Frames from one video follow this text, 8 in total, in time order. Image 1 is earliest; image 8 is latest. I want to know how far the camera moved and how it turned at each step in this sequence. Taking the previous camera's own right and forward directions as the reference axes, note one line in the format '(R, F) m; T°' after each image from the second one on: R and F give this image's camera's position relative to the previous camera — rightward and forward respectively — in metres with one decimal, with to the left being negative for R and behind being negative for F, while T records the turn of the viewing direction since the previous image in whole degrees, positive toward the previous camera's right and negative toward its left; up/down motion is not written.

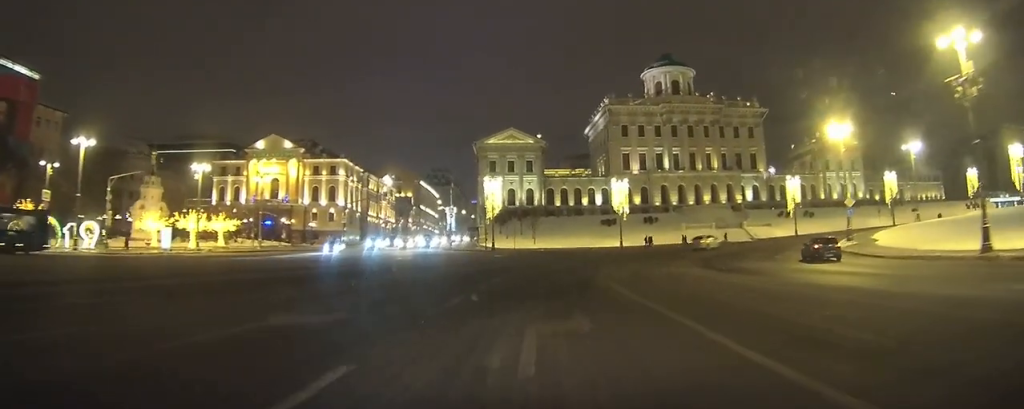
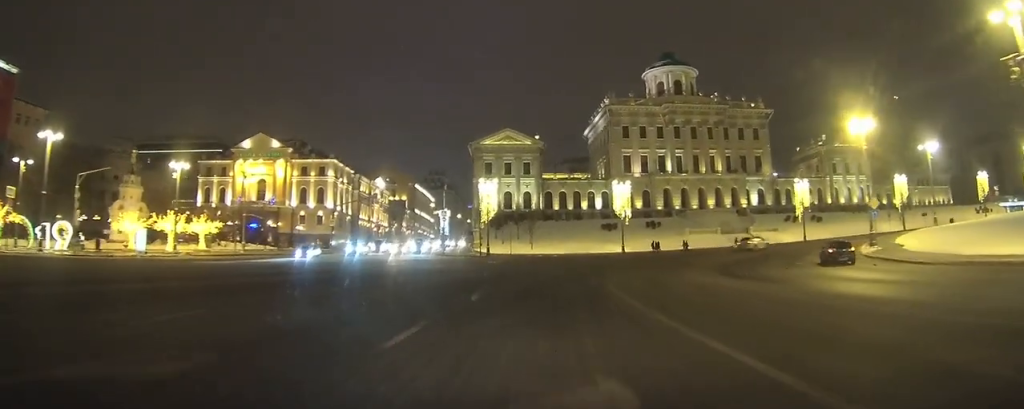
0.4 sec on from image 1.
(0.0, +4.9) m; +1°
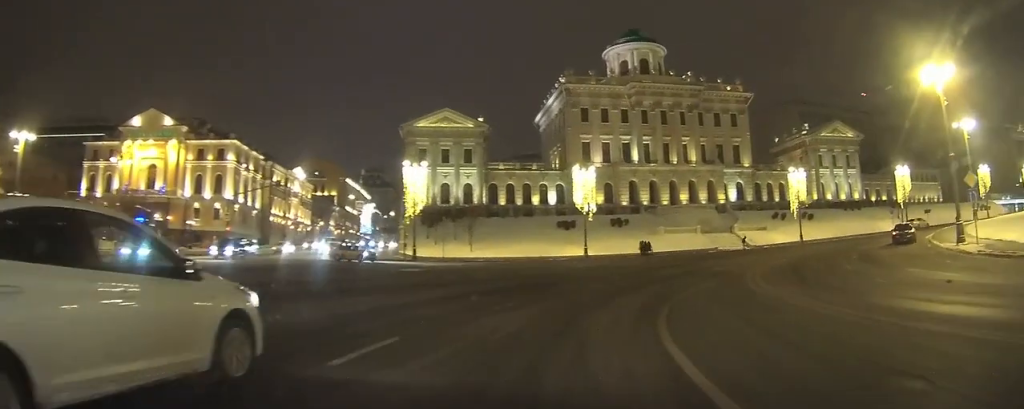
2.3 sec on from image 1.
(+1.6, +18.5) m; +11°
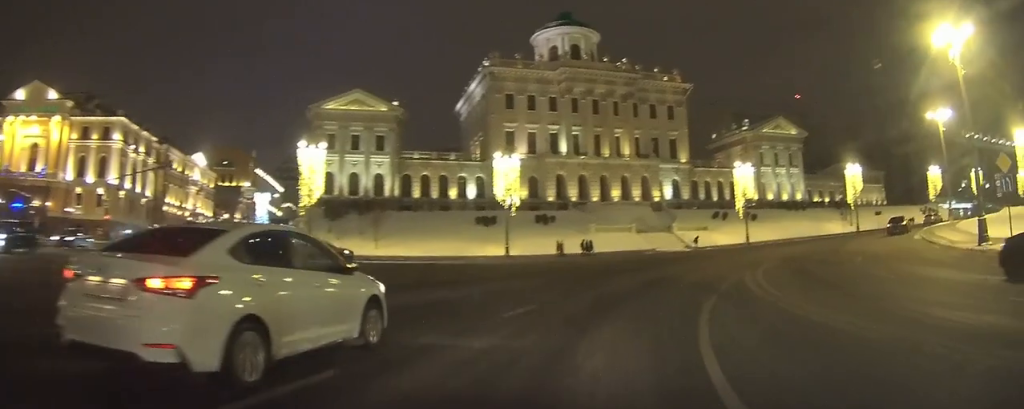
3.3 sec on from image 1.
(+0.5, +10.6) m; +8°
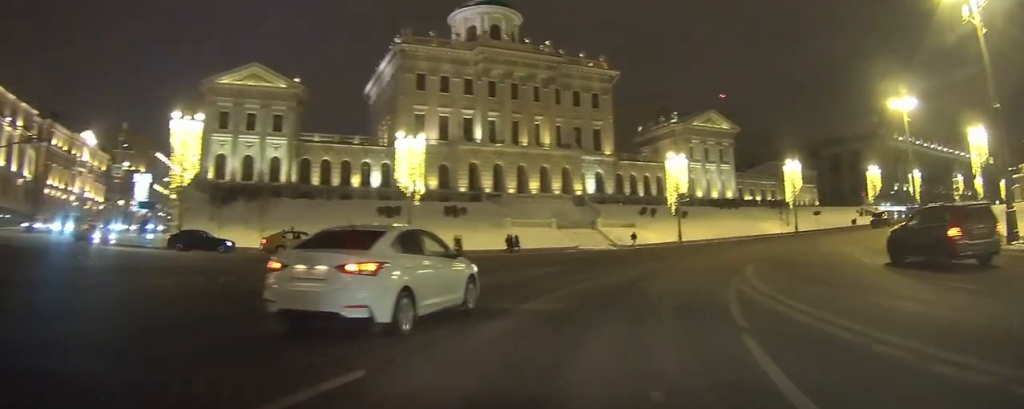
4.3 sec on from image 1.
(+0.9, +9.0) m; +7°
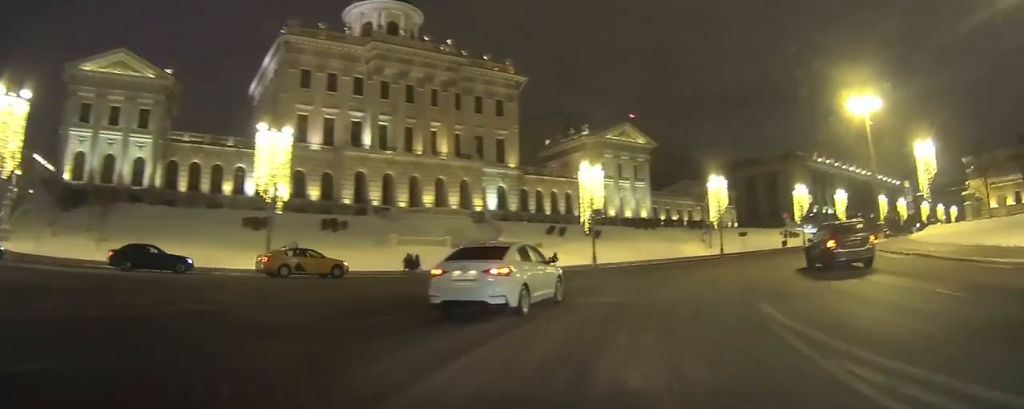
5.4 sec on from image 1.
(+0.5, +10.1) m; +8°
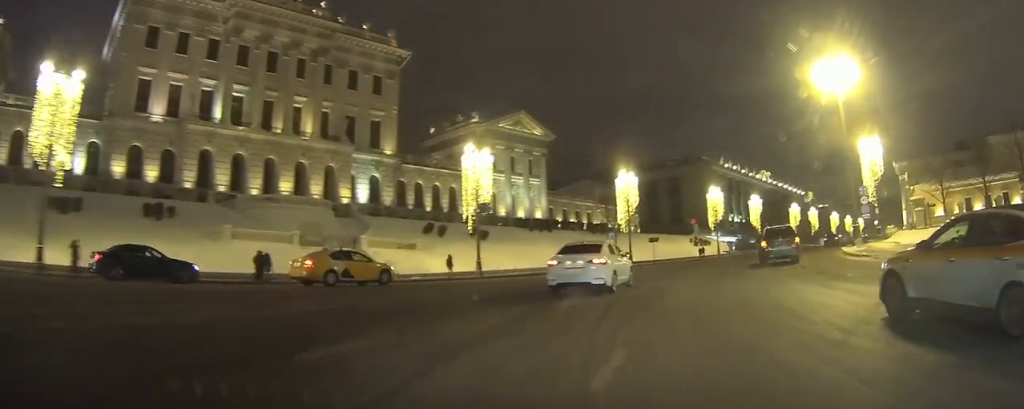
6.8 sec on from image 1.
(+1.0, +10.6) m; +7°
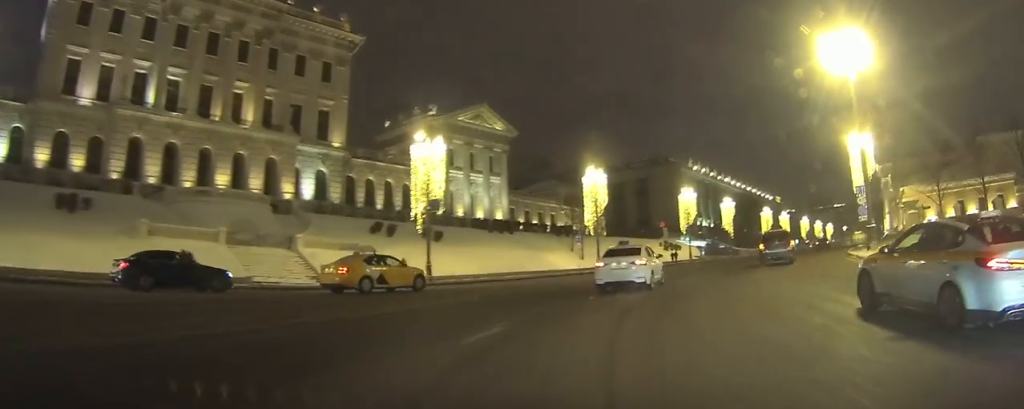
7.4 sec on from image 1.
(0.0, +4.4) m; +3°
